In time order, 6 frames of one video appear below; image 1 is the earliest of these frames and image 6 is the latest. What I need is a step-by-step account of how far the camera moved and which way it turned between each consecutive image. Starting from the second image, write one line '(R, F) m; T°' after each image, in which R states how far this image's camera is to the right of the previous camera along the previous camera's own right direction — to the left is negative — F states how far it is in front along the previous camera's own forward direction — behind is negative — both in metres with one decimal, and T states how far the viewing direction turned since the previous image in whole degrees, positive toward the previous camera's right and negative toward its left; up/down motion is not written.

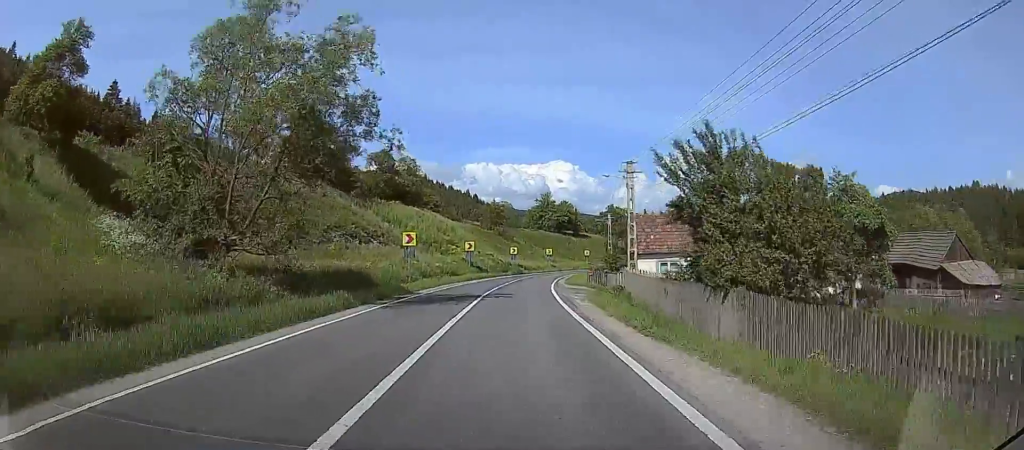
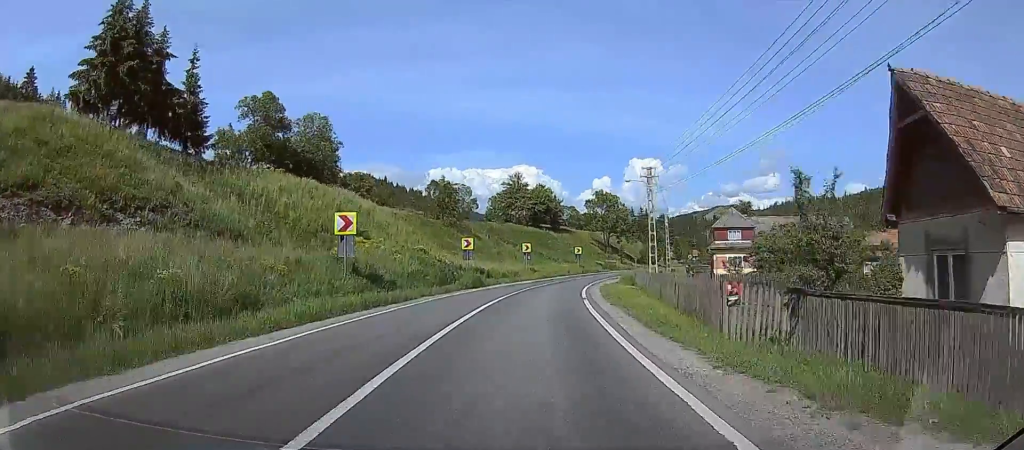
(+4.5, +34.5) m; +9°
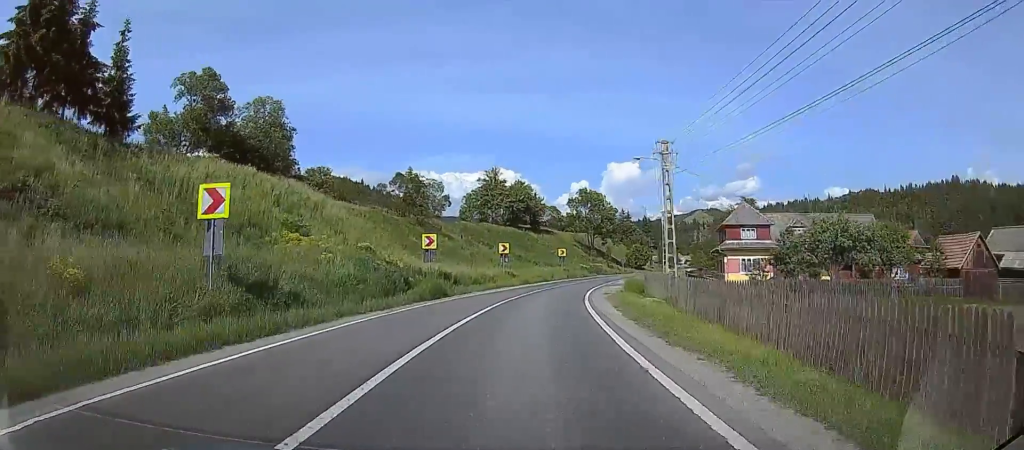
(-1.1, +9.2) m; 0°
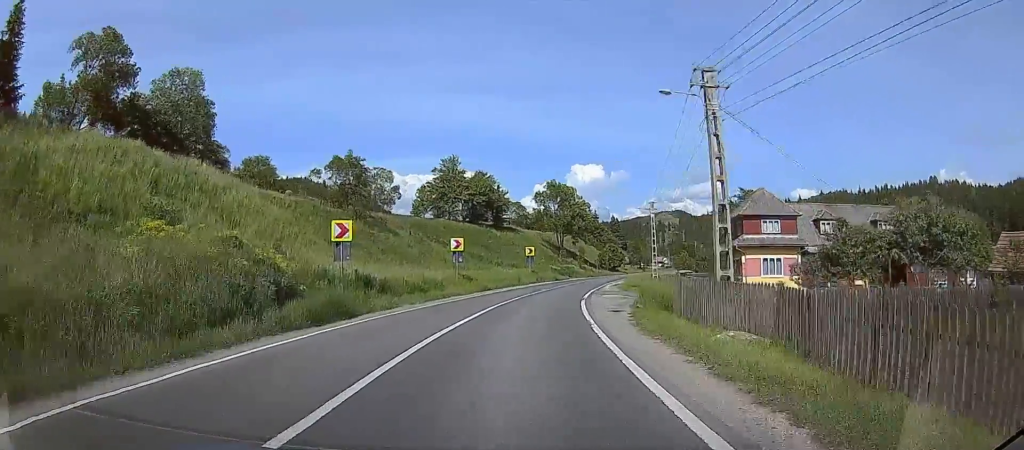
(+1.4, +12.1) m; 0°
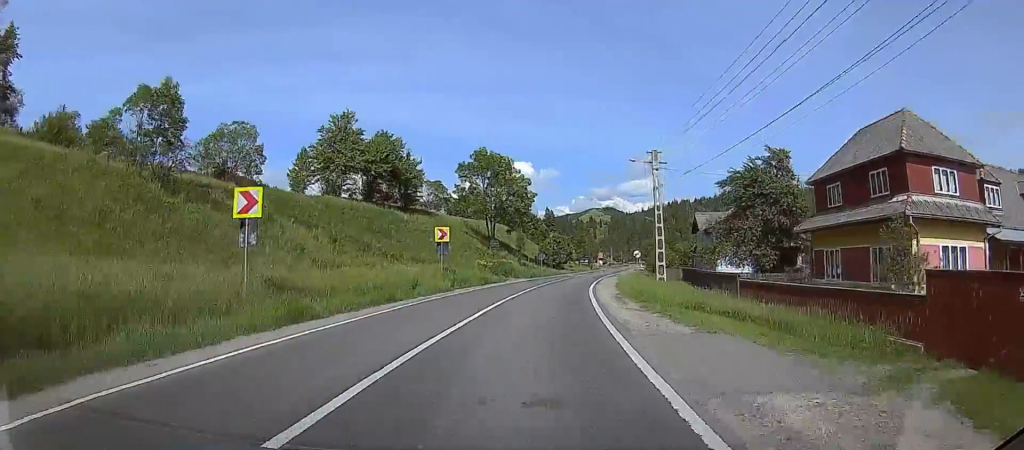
(+1.8, +24.6) m; +14°
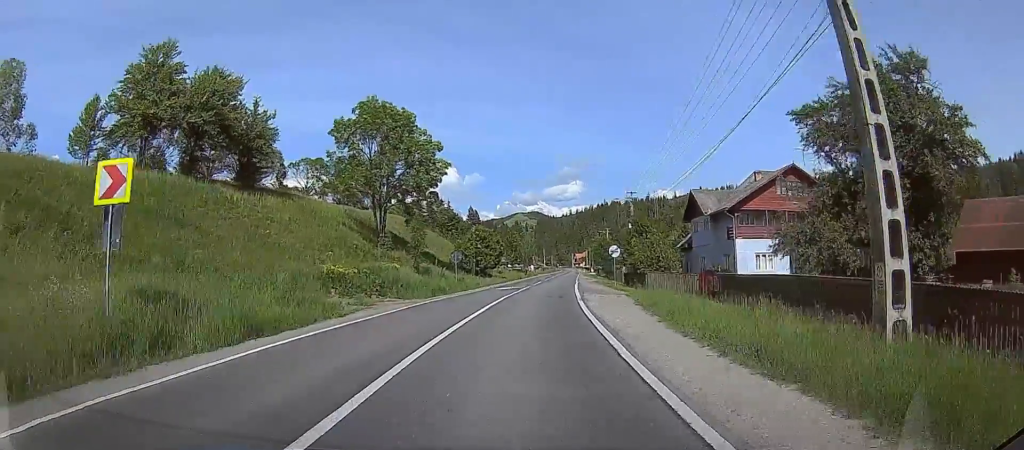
(+1.6, +25.2) m; +9°
